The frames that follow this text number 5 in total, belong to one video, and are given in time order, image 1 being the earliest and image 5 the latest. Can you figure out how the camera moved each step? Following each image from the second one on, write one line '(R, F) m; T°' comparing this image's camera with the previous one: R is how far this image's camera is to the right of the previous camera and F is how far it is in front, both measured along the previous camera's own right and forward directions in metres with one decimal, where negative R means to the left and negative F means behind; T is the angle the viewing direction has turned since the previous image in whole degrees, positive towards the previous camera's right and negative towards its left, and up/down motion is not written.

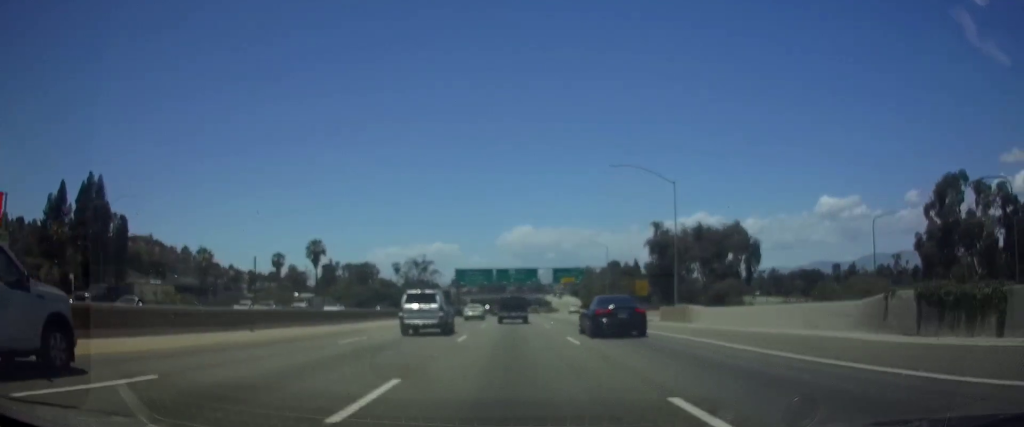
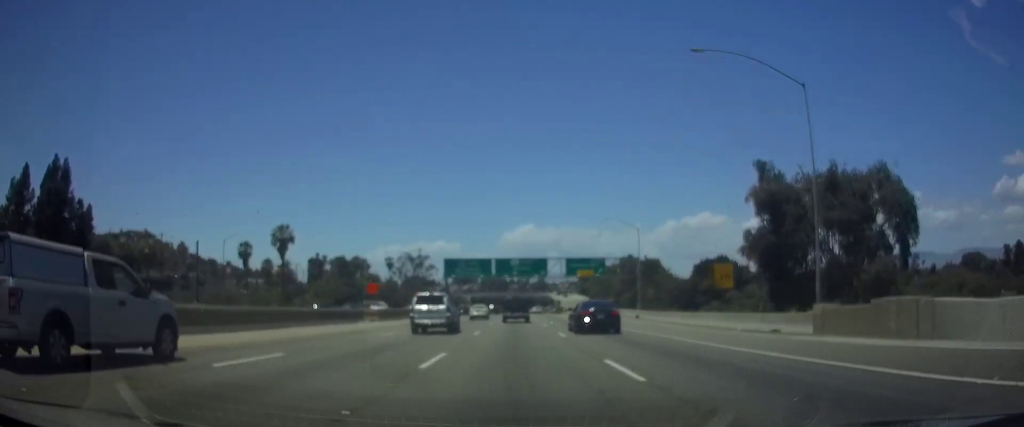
(0.0, +23.9) m; 0°
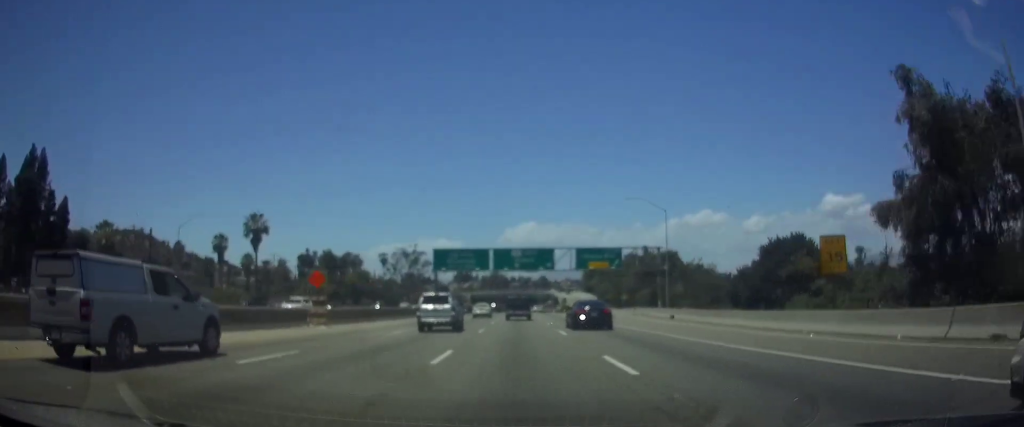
(0.0, +13.9) m; 0°
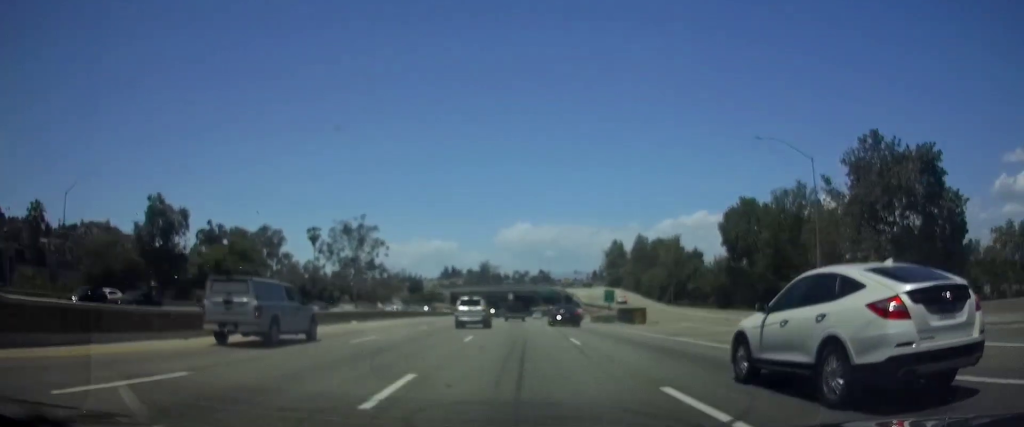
(+0.9, +78.4) m; +2°
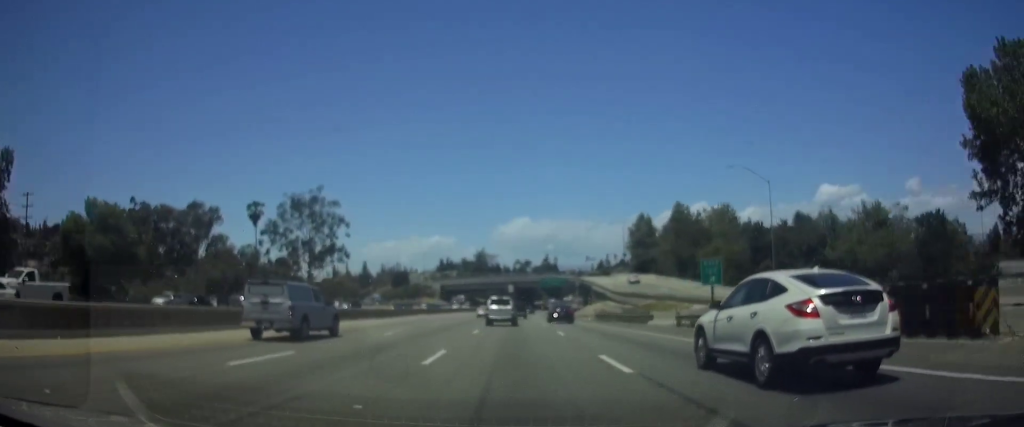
(-0.3, +38.0) m; -1°
